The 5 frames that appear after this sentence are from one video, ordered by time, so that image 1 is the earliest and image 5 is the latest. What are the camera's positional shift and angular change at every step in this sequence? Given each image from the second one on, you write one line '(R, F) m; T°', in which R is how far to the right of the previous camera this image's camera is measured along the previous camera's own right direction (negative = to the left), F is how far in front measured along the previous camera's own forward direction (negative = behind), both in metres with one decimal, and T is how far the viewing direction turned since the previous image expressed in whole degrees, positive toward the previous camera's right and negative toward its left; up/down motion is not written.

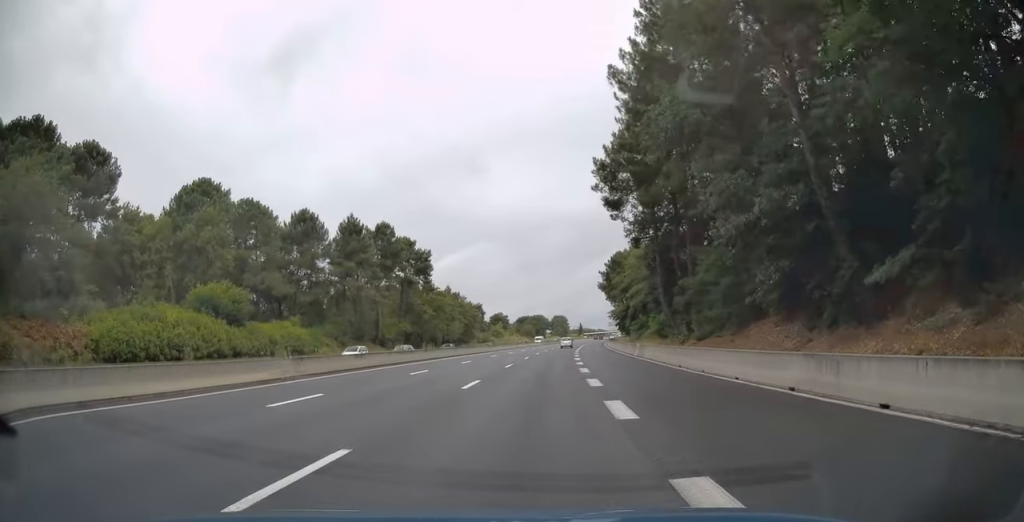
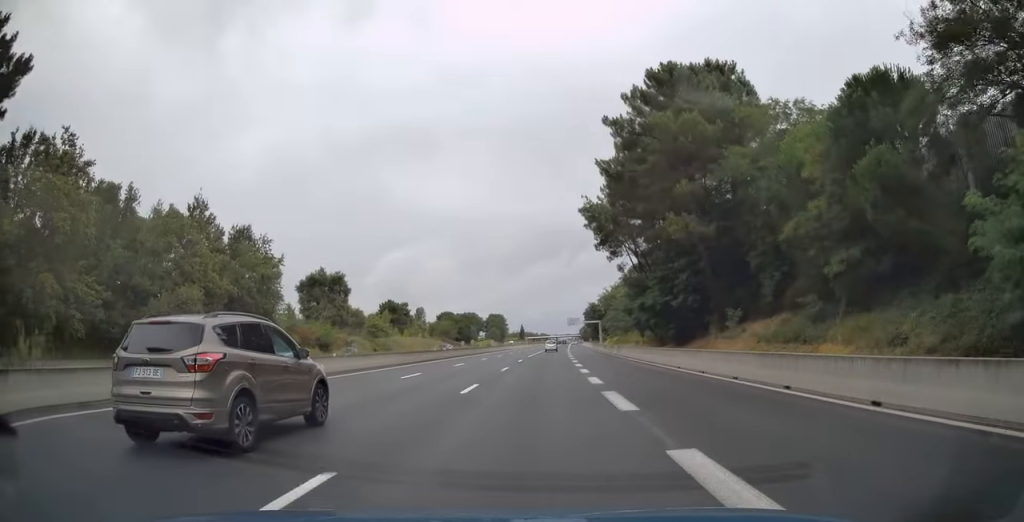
(+5.4, +105.4) m; +6°
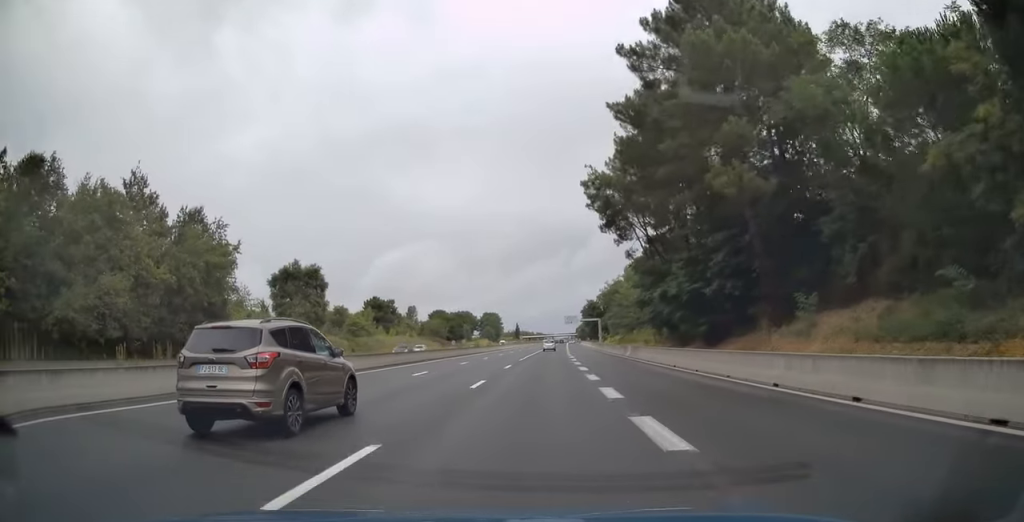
(+0.1, +11.2) m; 0°
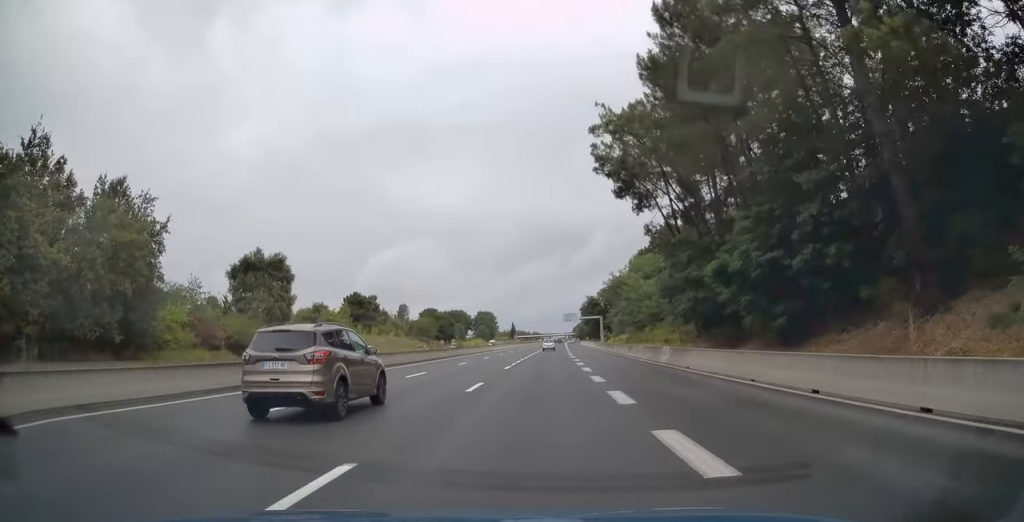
(0.0, +14.2) m; +1°
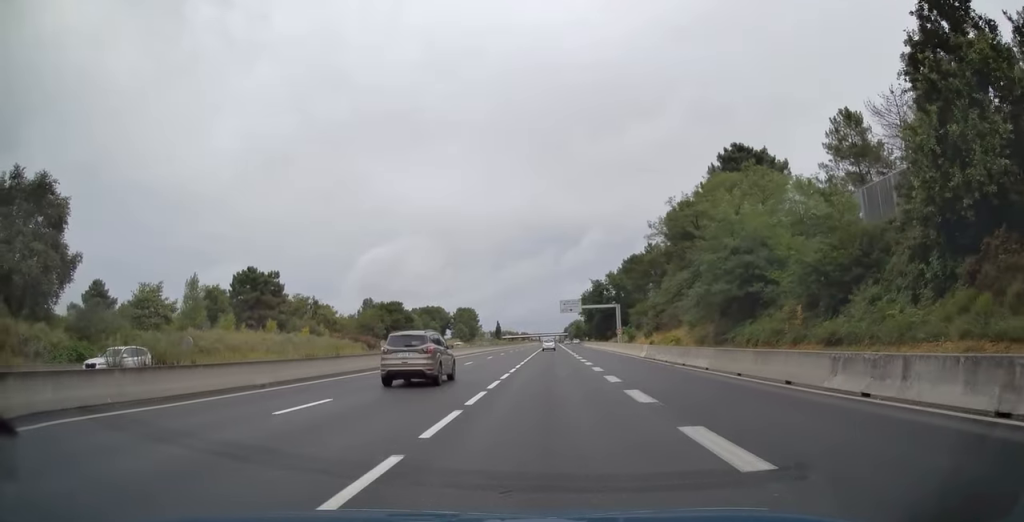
(+0.8, +51.7) m; +2°
